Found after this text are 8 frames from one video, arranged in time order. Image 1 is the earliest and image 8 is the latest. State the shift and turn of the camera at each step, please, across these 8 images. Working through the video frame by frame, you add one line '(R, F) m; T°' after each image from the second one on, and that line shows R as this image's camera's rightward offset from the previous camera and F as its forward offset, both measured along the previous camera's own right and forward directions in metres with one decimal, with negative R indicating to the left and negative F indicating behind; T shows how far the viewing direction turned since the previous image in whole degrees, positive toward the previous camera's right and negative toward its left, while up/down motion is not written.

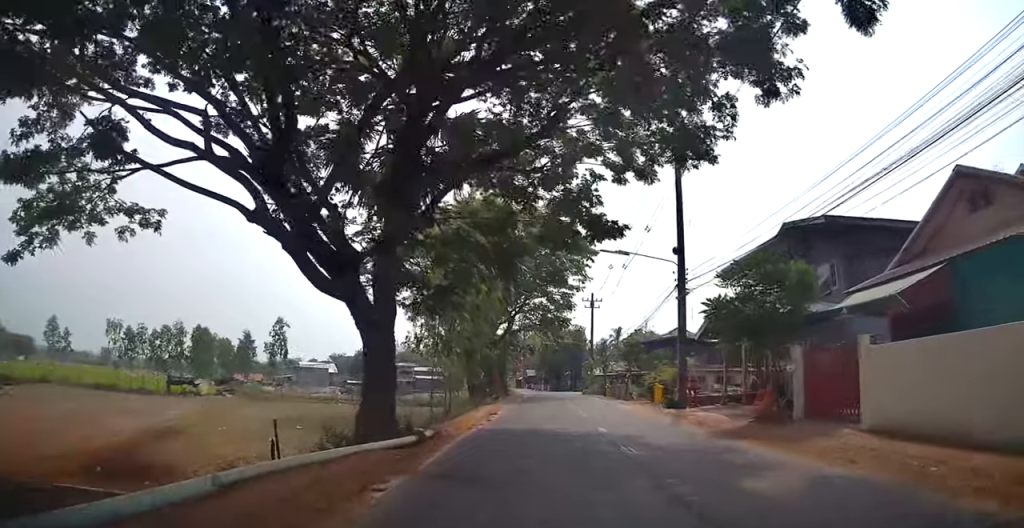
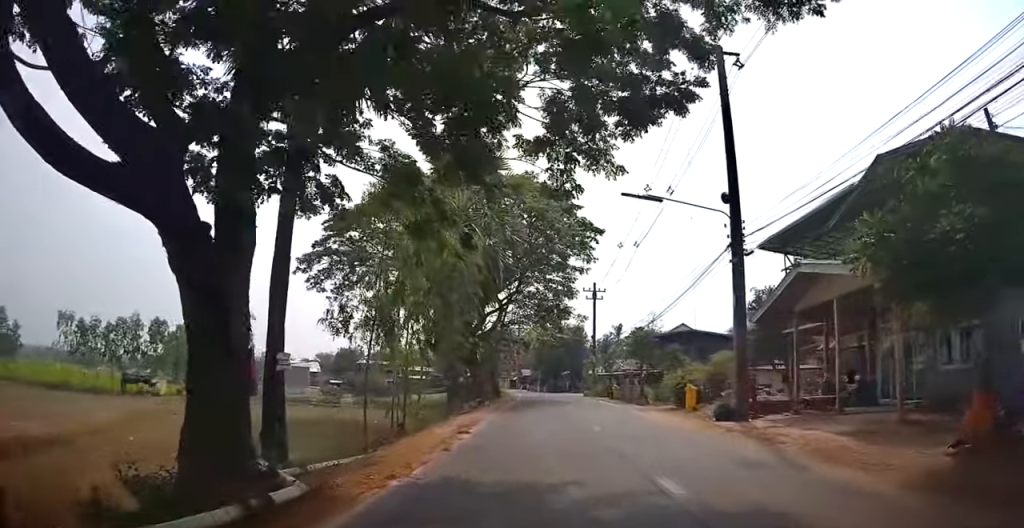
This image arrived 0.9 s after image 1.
(0.0, +7.4) m; 0°
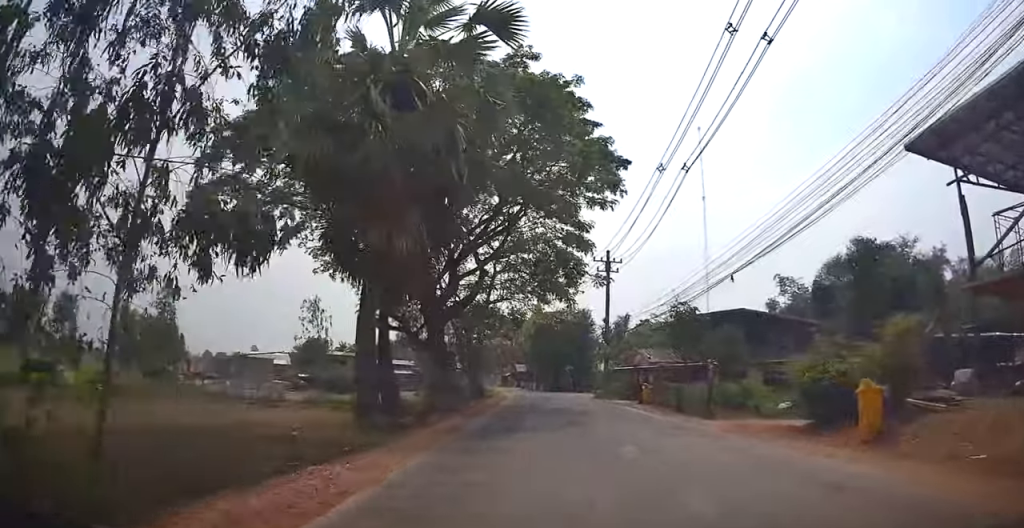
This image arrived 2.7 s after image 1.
(+0.2, +12.7) m; +2°
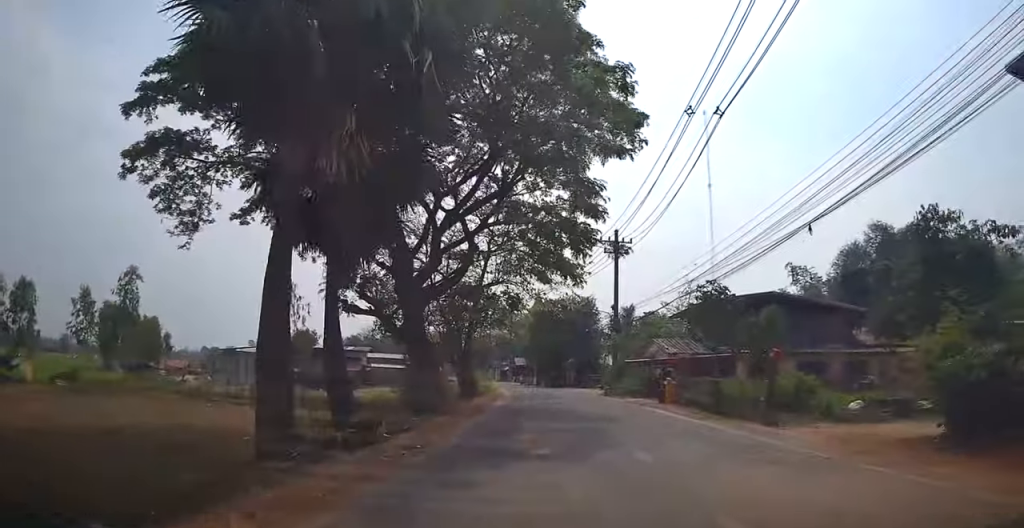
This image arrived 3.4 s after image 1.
(0.0, +4.9) m; 0°
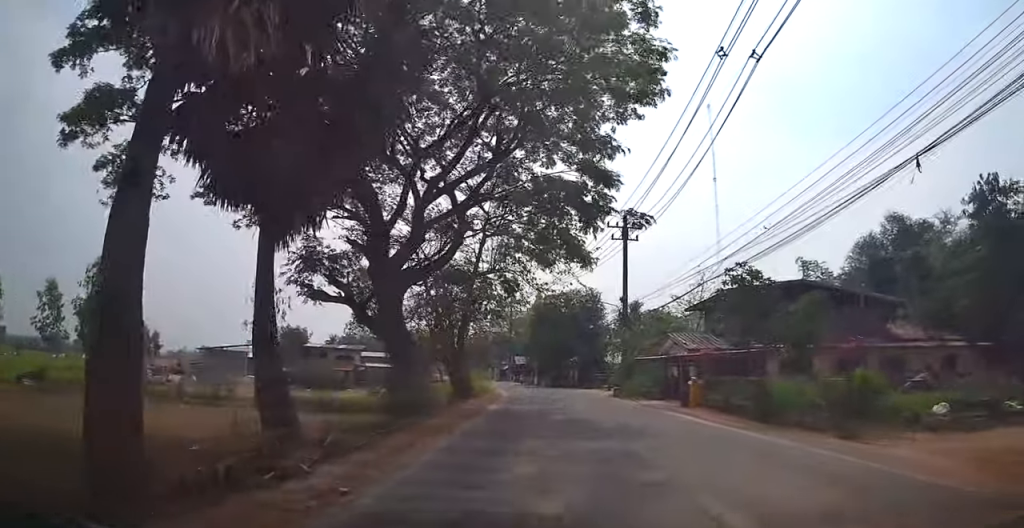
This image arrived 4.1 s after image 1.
(0.0, +4.2) m; -1°
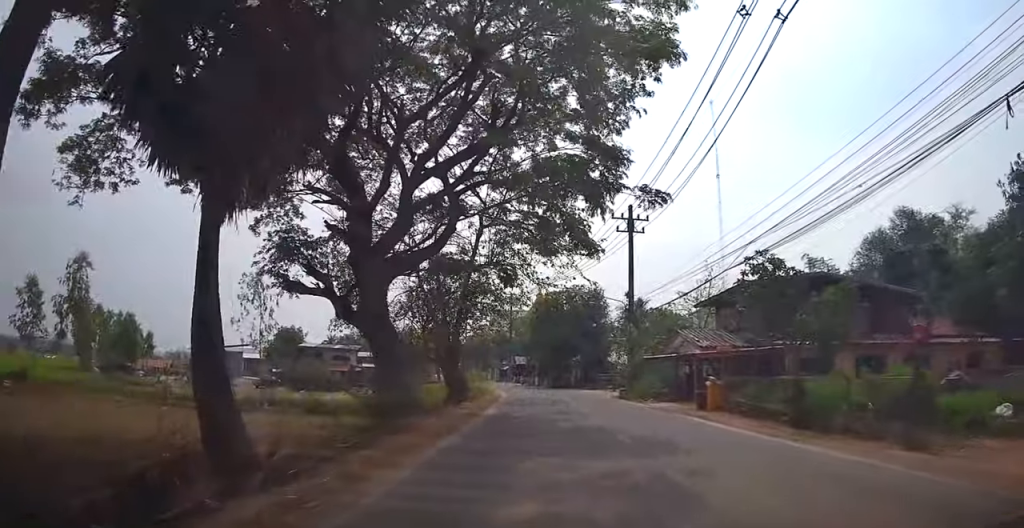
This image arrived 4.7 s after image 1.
(0.0, +3.1) m; -1°
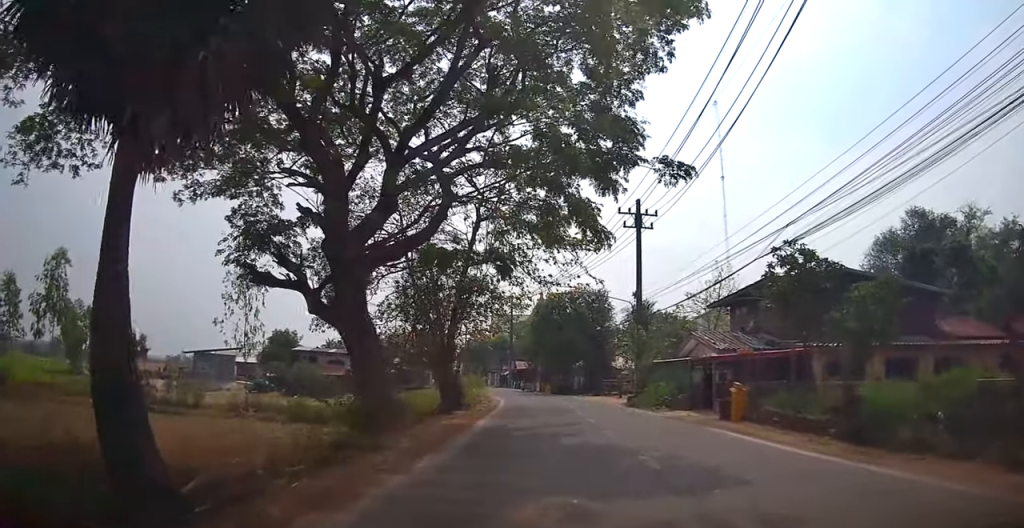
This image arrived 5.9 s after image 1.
(-0.1, +4.8) m; 0°
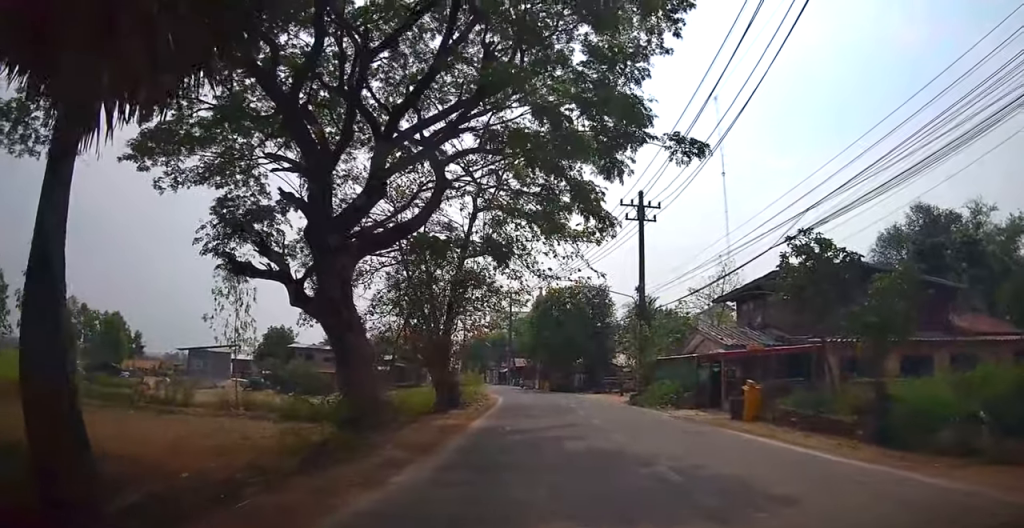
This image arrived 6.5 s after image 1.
(0.0, +2.1) m; +2°
